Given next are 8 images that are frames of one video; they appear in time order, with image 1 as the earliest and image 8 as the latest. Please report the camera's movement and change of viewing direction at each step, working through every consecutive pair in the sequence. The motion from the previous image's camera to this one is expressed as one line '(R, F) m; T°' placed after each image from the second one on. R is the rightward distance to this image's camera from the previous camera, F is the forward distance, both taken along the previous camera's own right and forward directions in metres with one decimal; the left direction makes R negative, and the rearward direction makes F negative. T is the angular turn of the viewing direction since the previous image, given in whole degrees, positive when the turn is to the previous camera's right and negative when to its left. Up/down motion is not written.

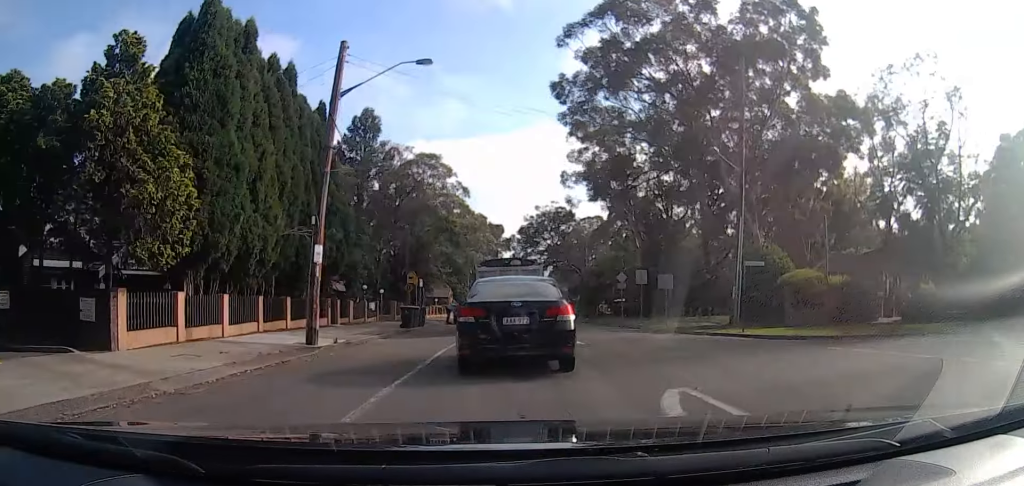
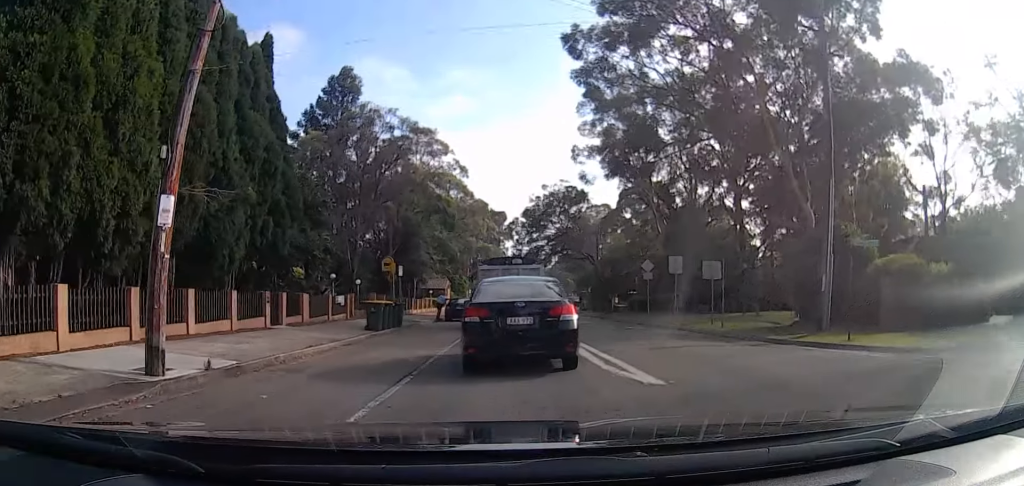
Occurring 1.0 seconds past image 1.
(-0.3, +7.5) m; -3°
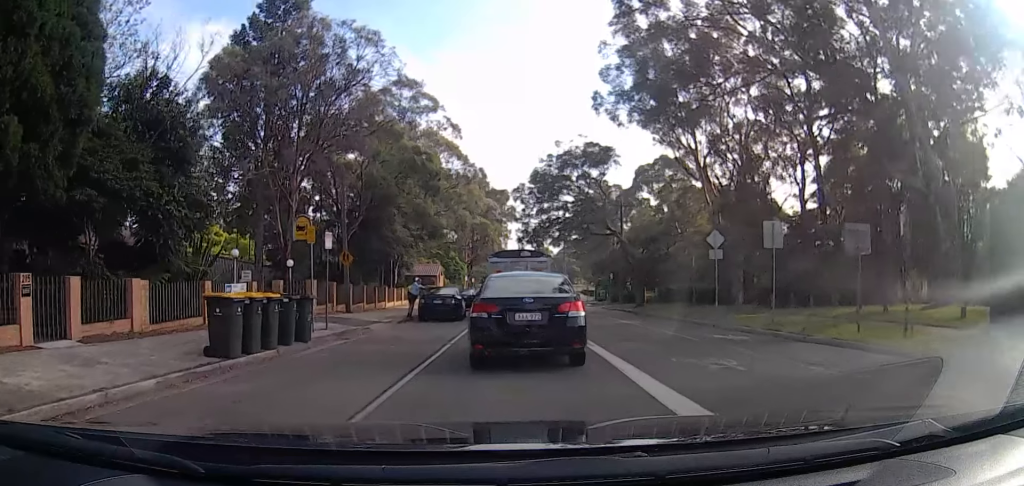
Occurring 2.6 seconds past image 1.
(0.0, +12.4) m; 0°
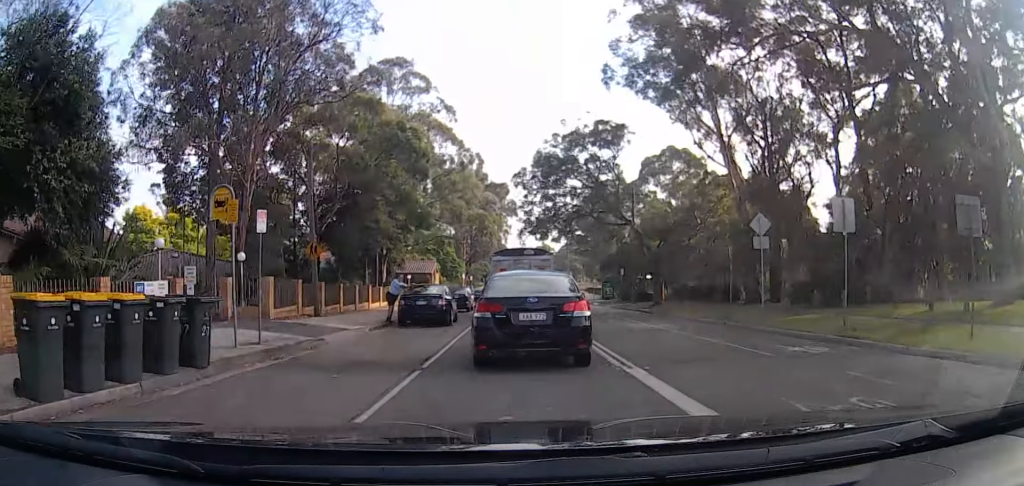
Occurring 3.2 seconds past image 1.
(0.0, +4.7) m; 0°
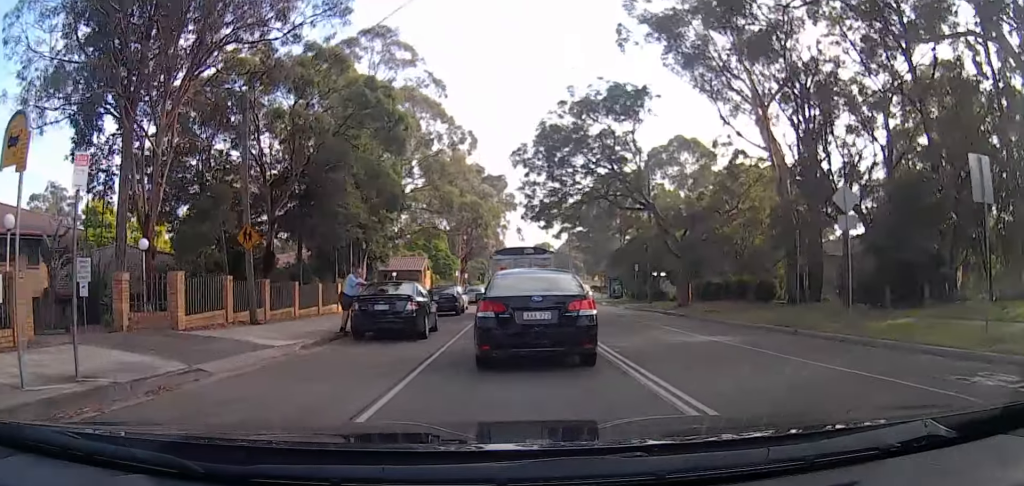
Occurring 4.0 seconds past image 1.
(0.0, +6.1) m; 0°
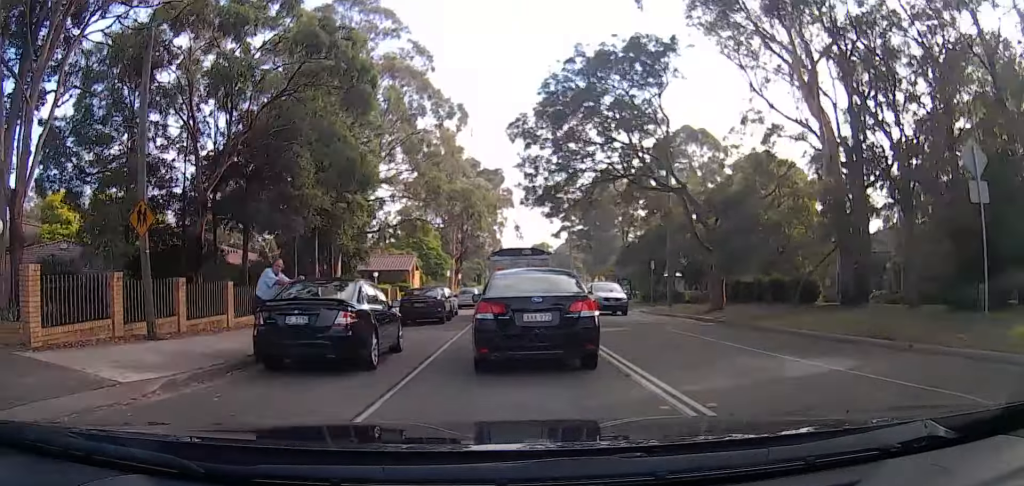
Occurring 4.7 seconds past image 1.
(0.0, +5.4) m; 0°
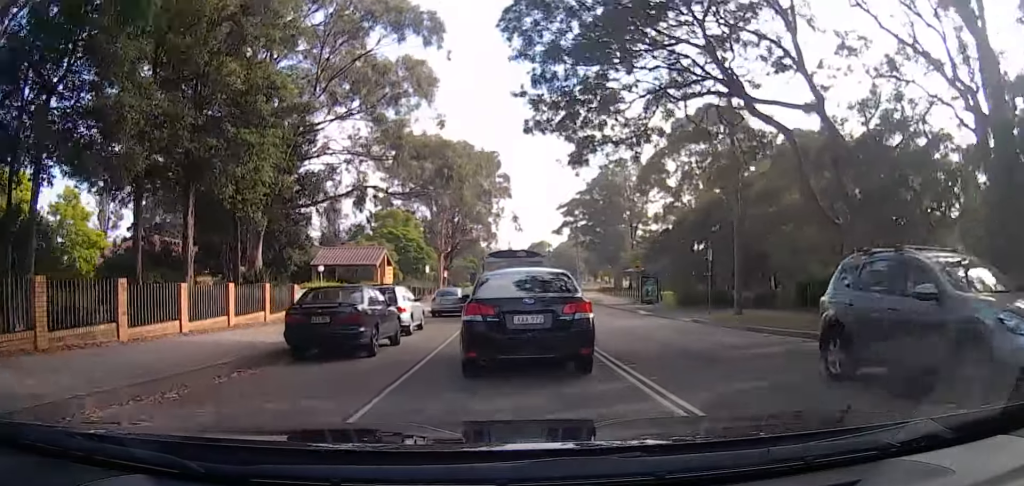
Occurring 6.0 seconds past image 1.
(0.0, +11.0) m; 0°
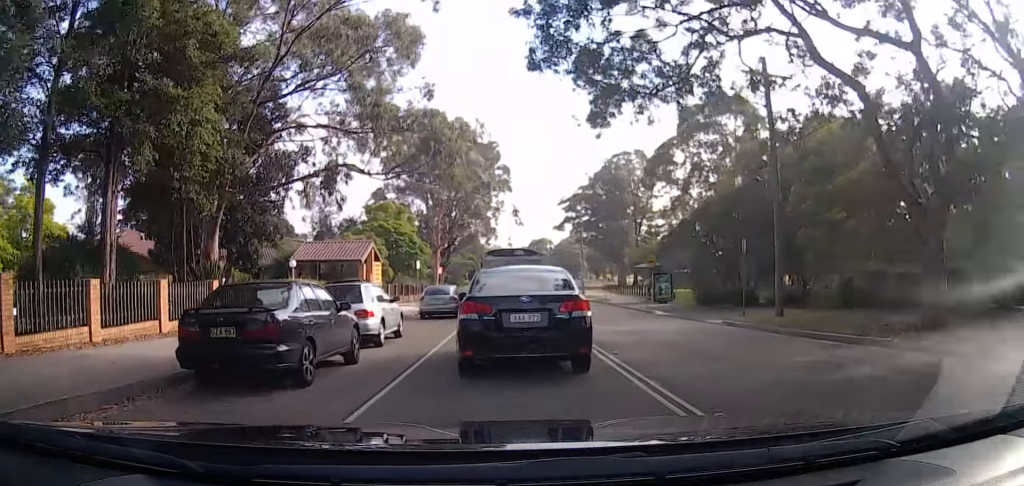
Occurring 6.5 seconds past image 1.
(0.0, +3.7) m; 0°
